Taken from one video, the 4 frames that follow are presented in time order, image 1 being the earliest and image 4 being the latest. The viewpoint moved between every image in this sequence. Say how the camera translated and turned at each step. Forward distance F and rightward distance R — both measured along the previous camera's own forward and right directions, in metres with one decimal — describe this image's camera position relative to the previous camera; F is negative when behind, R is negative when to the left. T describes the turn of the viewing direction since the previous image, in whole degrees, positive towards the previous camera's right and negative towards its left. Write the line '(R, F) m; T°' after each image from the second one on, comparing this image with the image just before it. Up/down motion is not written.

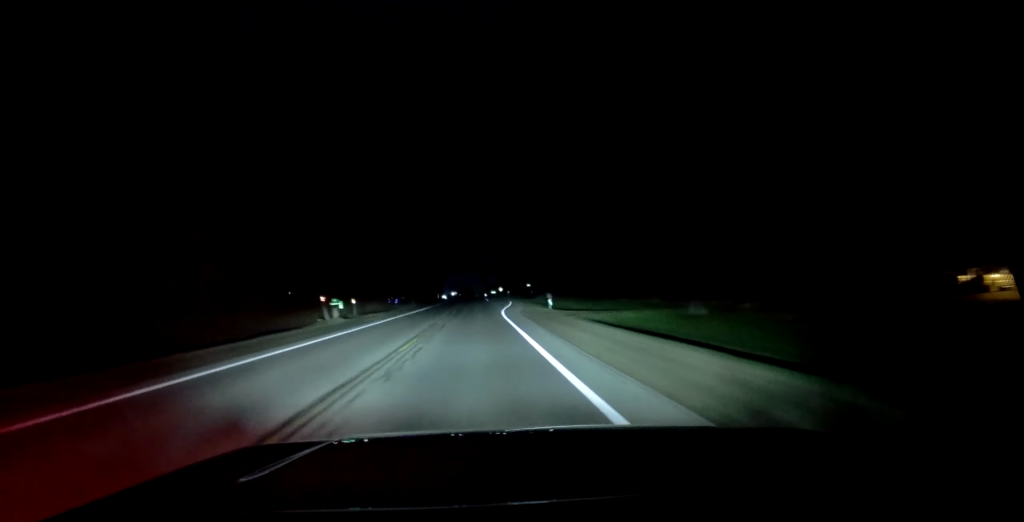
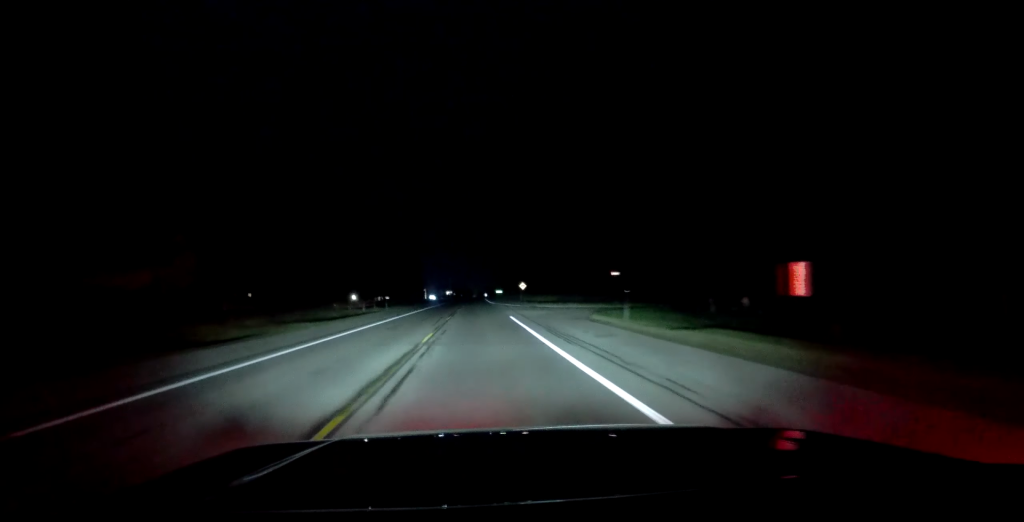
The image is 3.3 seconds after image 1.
(+1.1, +104.4) m; +1°
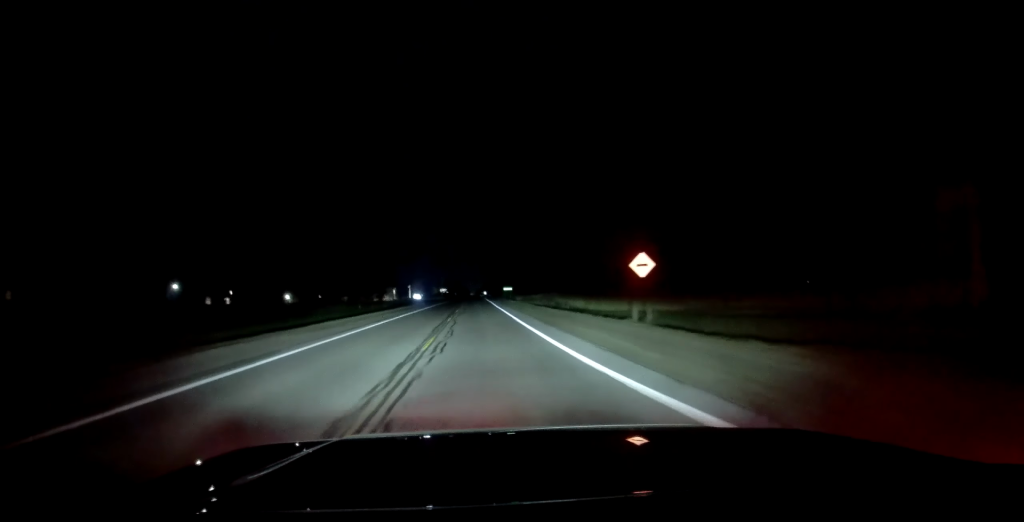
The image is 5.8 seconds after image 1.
(-1.6, +77.8) m; -1°
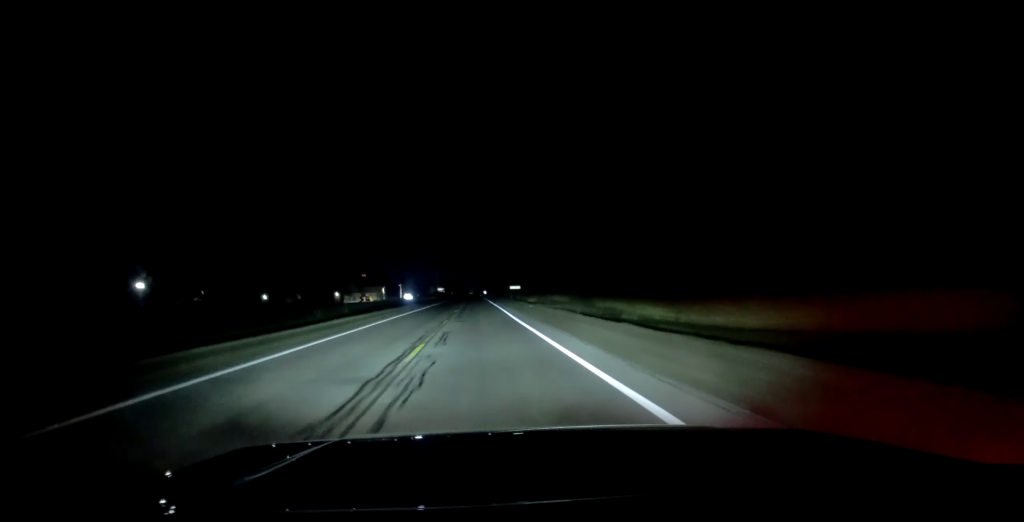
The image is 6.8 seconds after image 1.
(-0.1, +32.6) m; 0°
